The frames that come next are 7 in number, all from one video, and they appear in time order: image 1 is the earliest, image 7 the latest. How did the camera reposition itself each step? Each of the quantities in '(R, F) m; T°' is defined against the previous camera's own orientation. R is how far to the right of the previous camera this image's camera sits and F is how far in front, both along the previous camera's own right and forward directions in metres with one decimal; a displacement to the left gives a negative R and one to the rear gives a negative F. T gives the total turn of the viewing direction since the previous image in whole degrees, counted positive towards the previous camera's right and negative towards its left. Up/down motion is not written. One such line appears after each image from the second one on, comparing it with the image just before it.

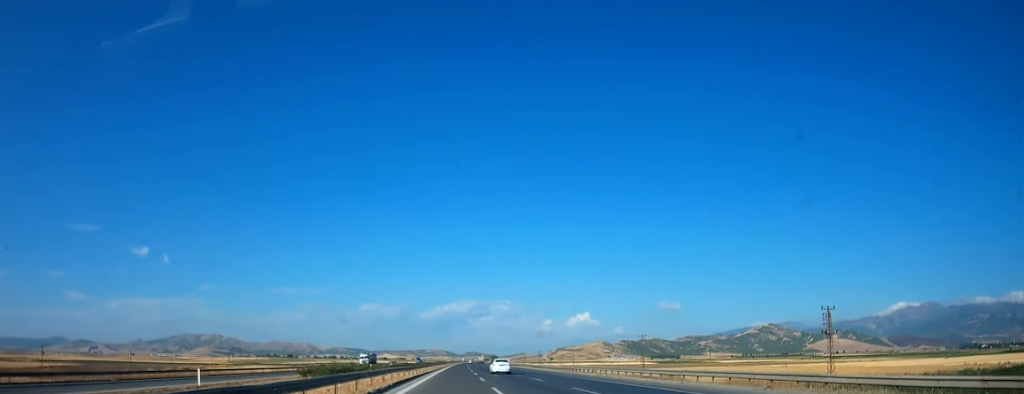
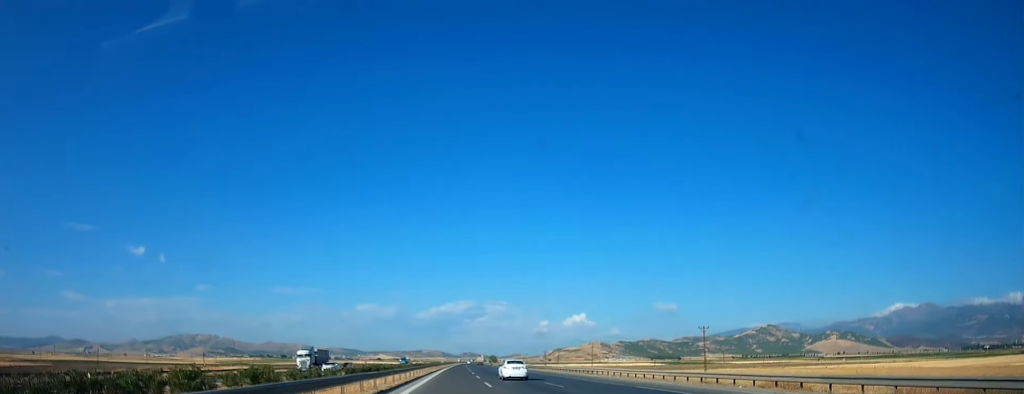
(-0.2, +39.9) m; 0°
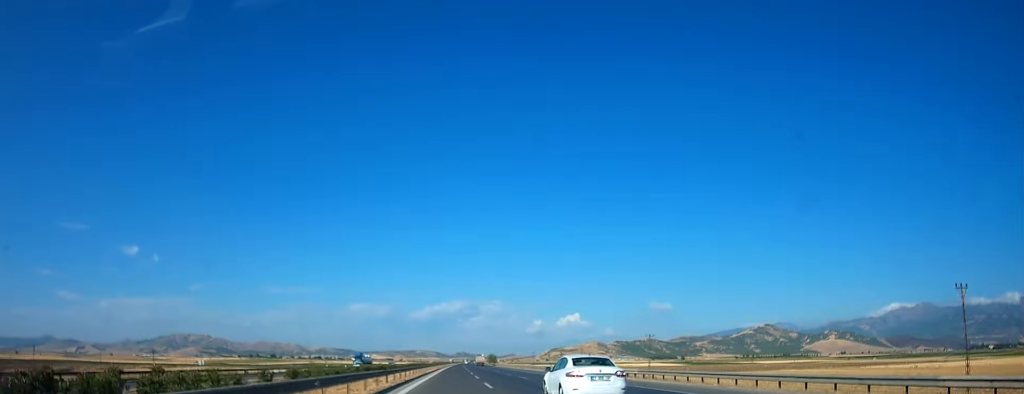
(+0.2, +66.5) m; +1°
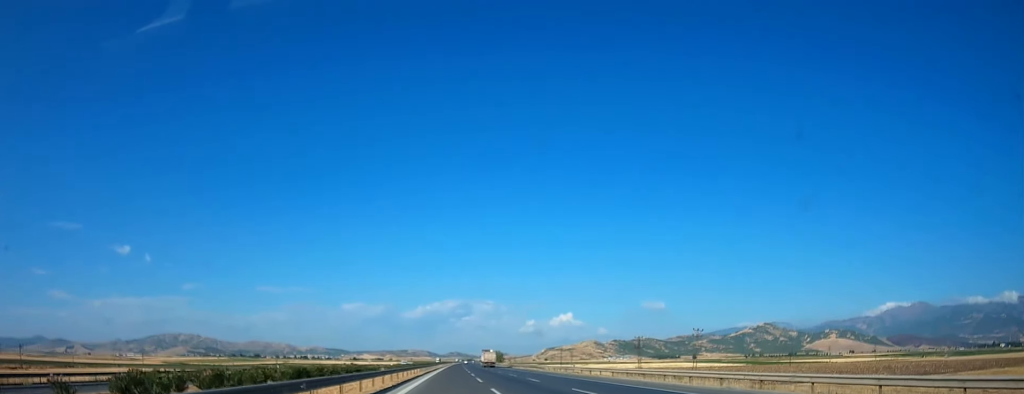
(+1.6, +120.9) m; +1°
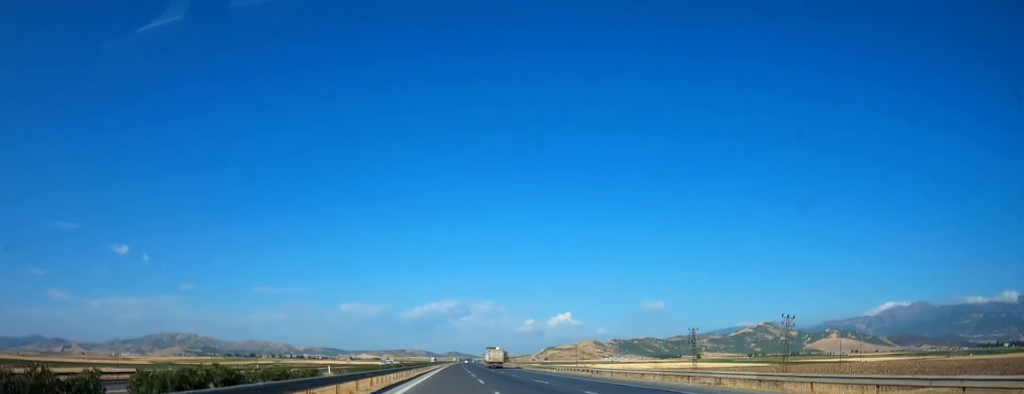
(+0.1, +36.0) m; 0°
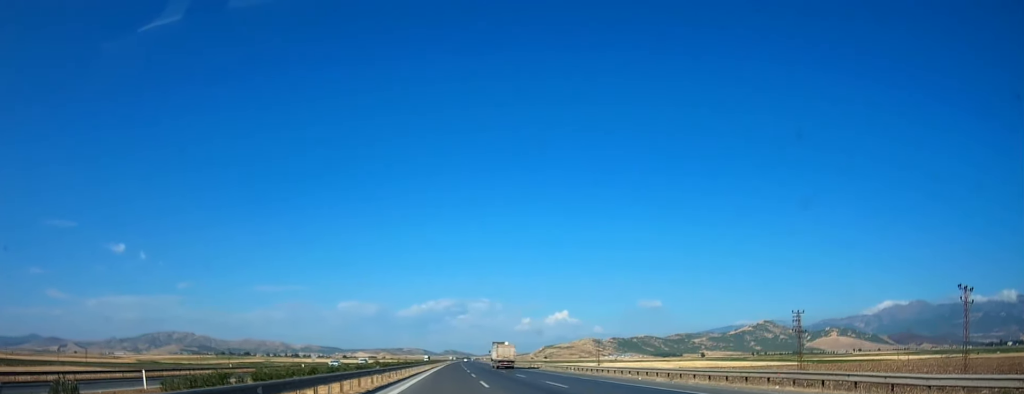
(+0.1, +38.6) m; 0°
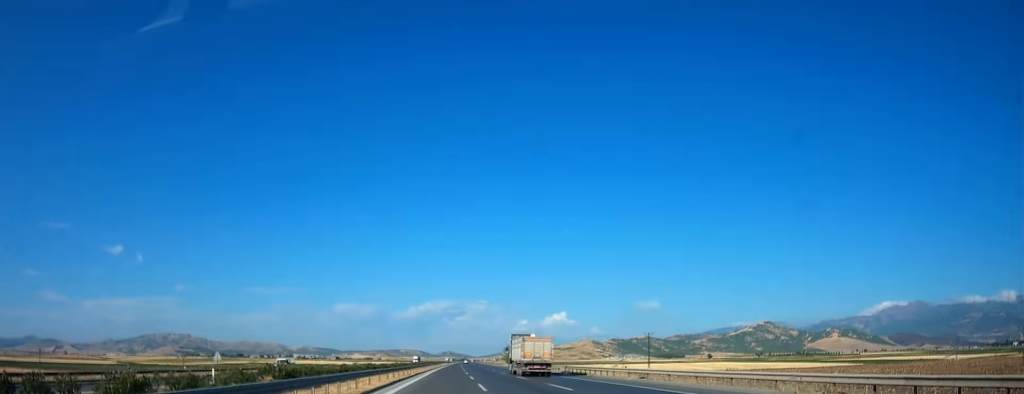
(-0.2, +51.3) m; 0°
